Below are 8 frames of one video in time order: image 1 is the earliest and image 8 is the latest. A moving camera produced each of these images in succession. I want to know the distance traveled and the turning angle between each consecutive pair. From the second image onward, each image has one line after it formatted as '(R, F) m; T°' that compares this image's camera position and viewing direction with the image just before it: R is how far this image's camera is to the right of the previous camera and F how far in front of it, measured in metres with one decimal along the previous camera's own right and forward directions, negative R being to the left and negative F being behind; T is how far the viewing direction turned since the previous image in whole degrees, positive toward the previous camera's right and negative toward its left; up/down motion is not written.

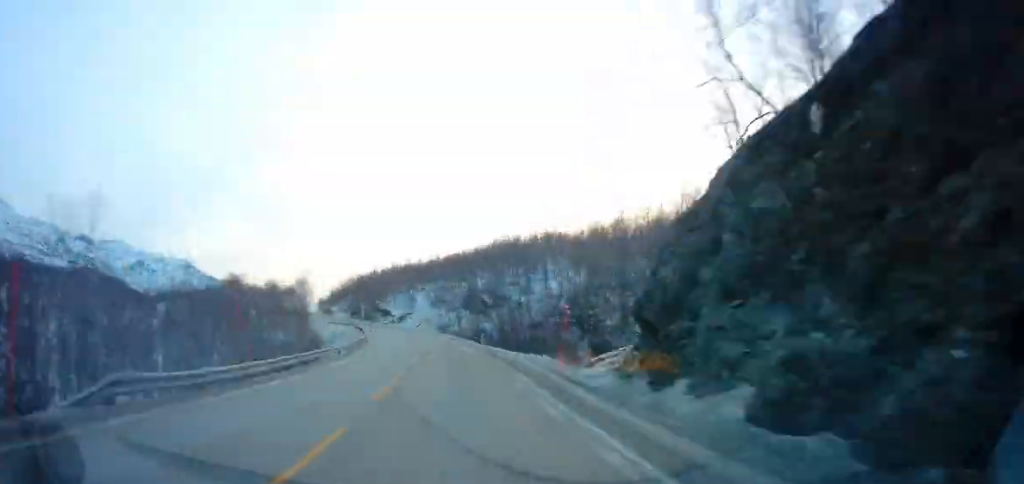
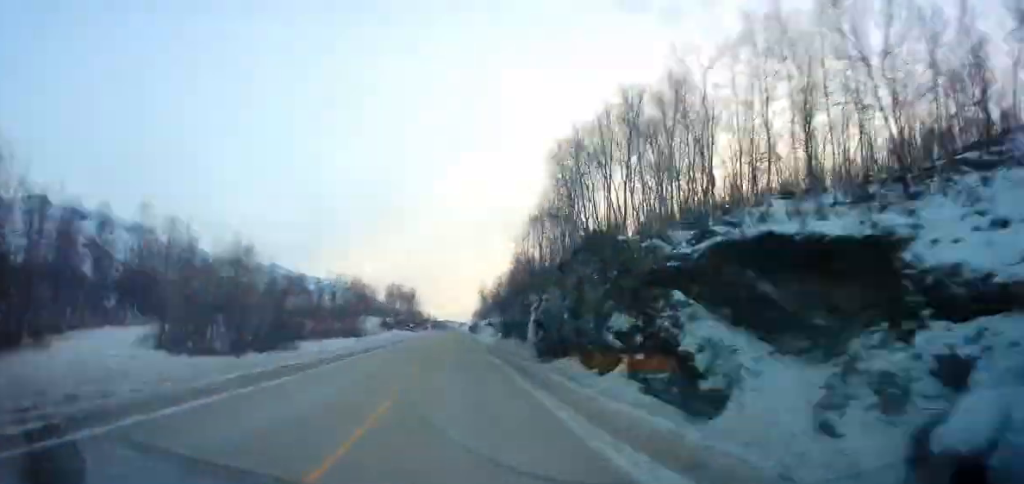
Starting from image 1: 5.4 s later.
(+1.8, +124.4) m; 0°
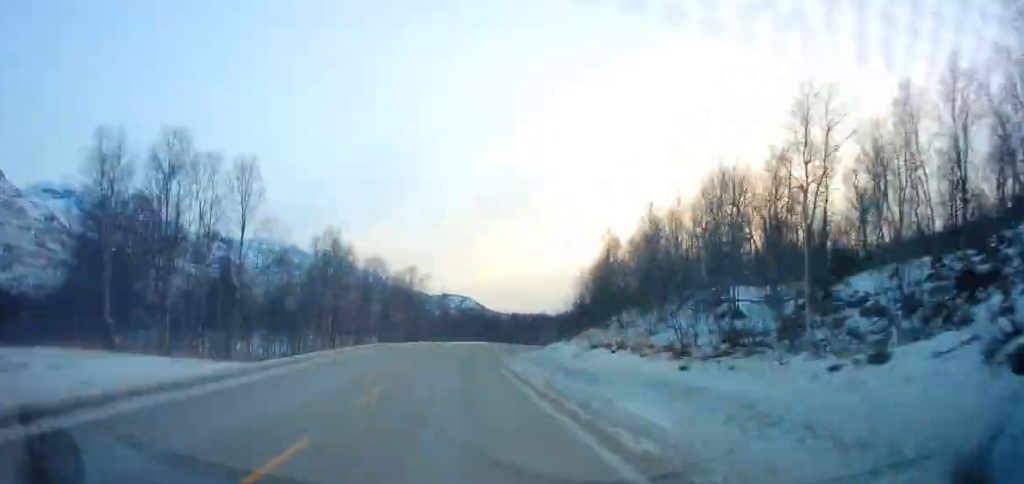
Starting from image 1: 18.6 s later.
(+2.7, +303.2) m; +6°
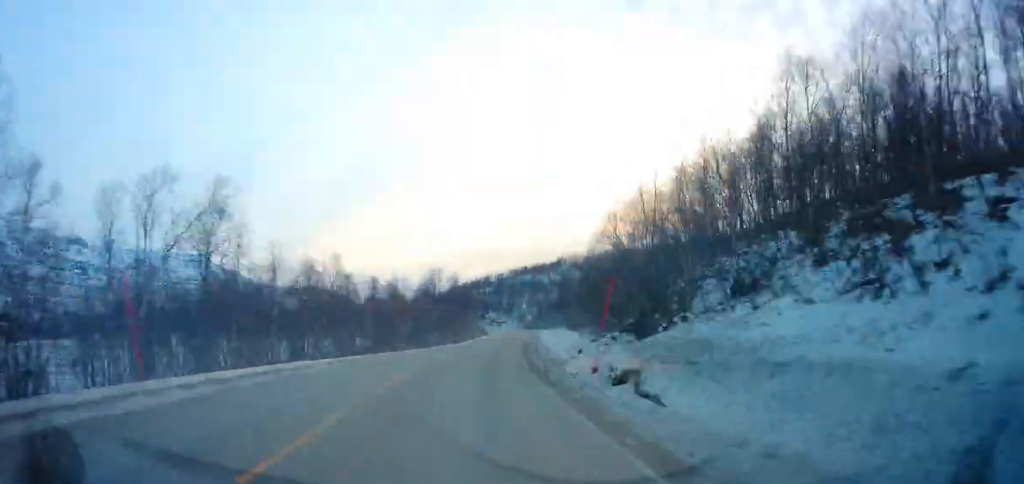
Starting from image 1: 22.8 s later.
(+2.2, +94.7) m; +1°
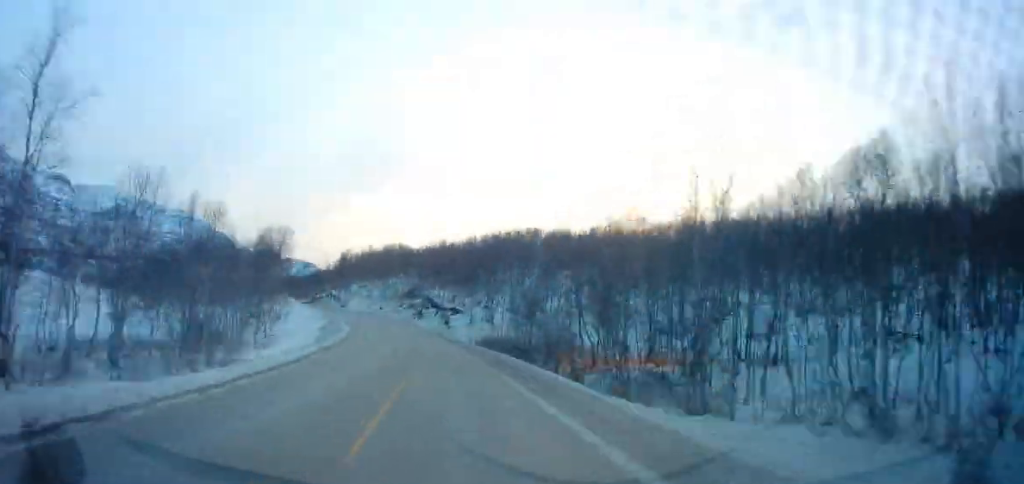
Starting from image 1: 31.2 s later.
(+7.4, +194.2) m; -13°
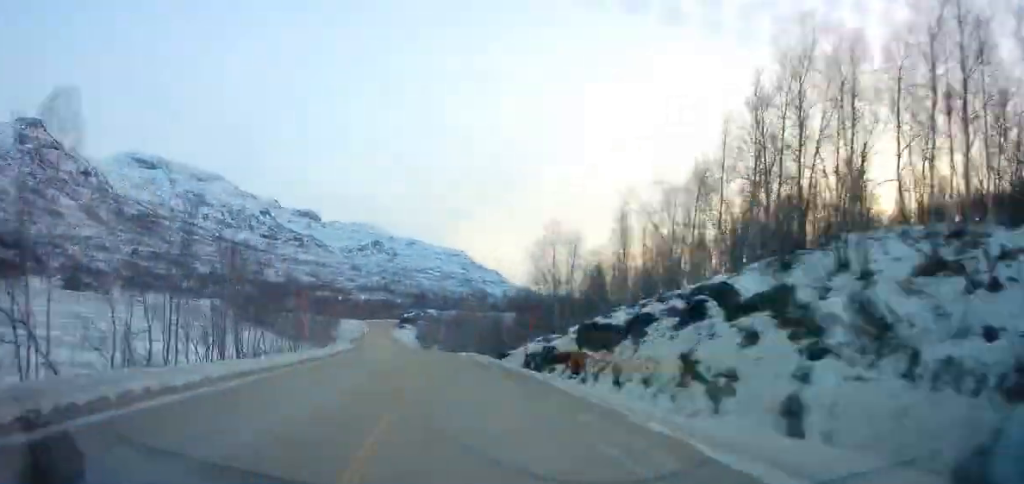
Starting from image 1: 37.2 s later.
(-33.0, +135.7) m; -24°
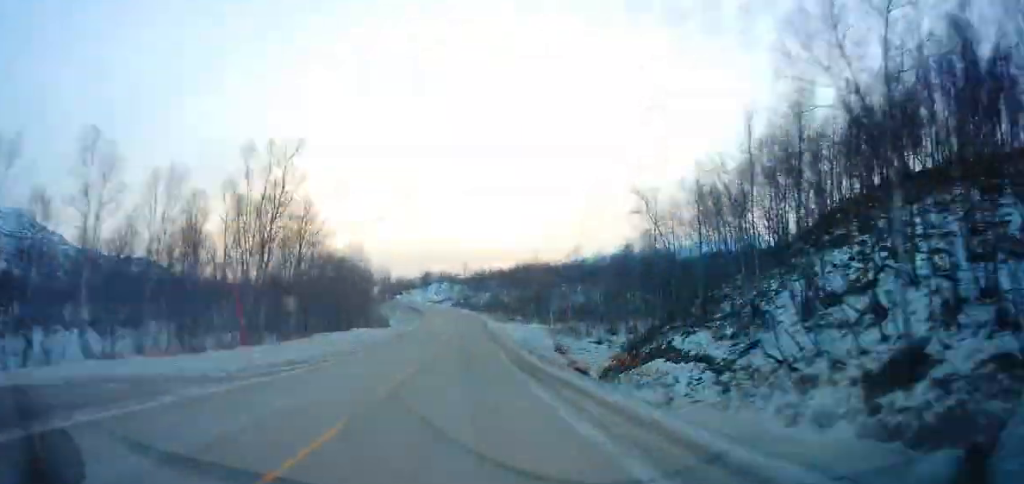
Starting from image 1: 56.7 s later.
(+195.2, +337.5) m; +64°
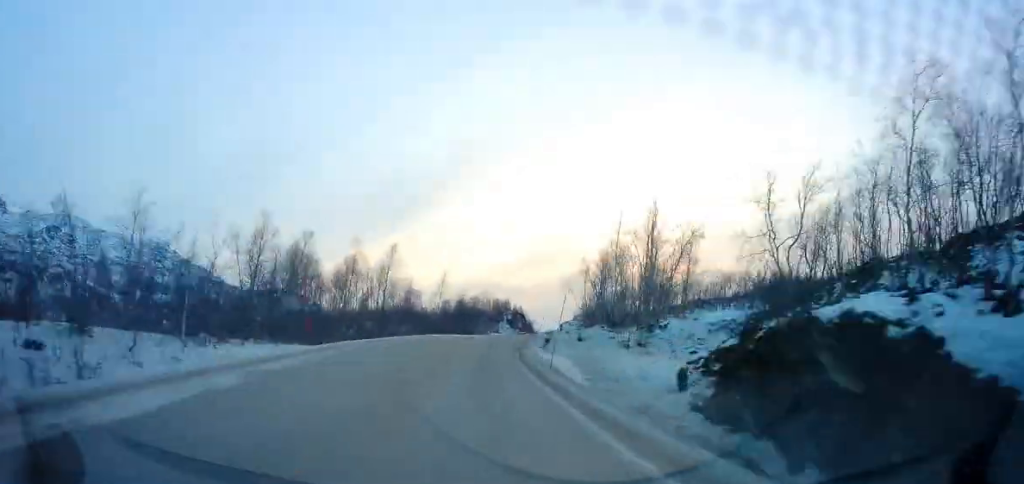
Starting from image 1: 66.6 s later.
(-58.3, +225.5) m; -17°
